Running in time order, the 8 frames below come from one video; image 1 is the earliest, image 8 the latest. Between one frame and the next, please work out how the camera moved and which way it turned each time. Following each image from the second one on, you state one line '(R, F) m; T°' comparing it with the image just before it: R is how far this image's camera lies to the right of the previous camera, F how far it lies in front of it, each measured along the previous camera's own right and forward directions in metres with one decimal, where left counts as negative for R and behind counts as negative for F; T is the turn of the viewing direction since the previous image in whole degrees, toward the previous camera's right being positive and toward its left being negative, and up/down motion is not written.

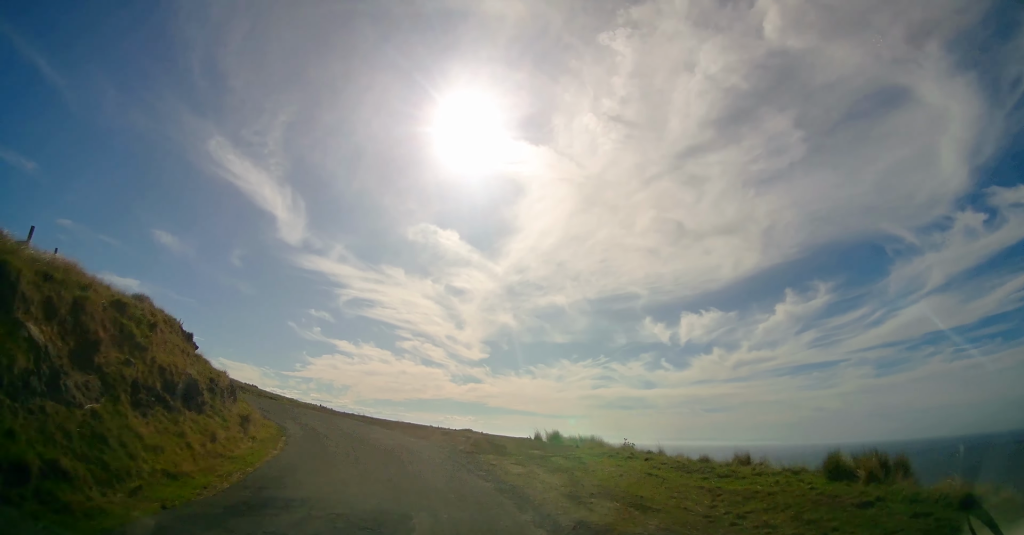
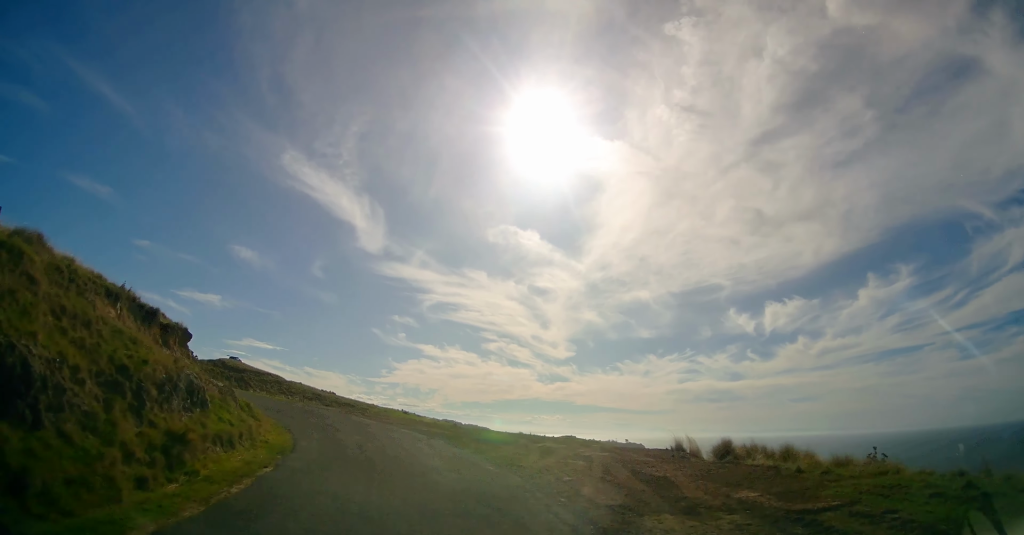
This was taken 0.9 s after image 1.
(-0.6, +8.9) m; -9°
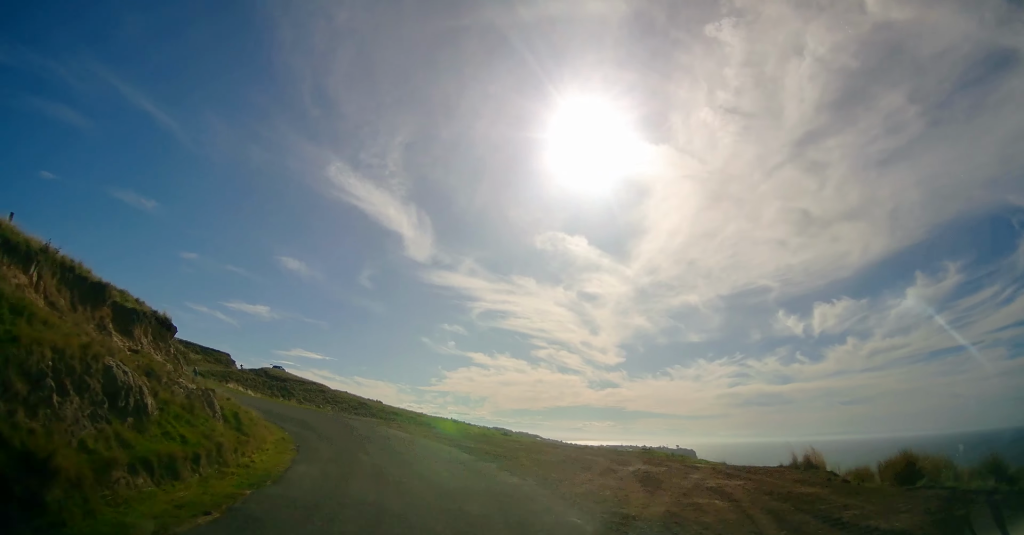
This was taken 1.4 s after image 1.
(+0.4, +4.7) m; -5°
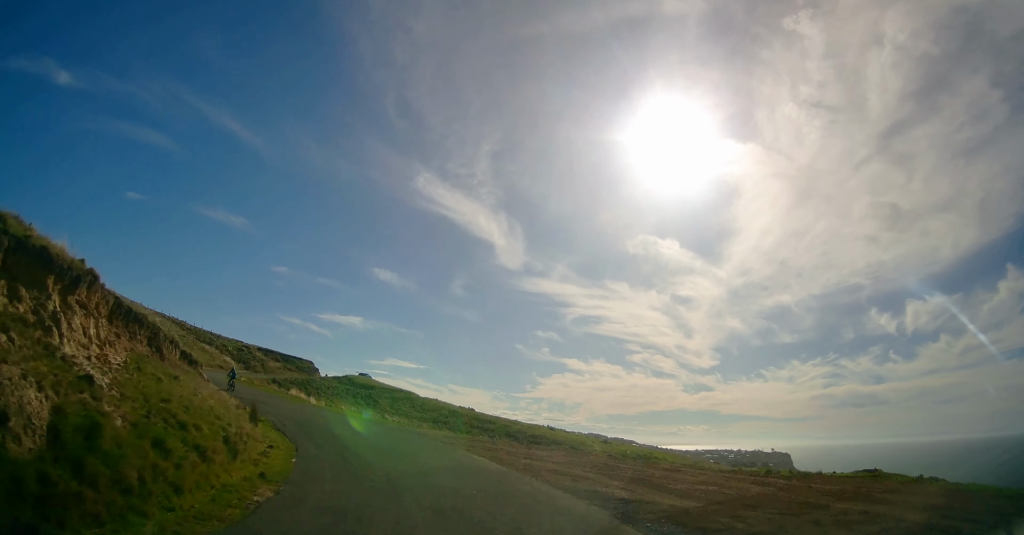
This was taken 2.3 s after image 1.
(-1.5, +8.5) m; -14°
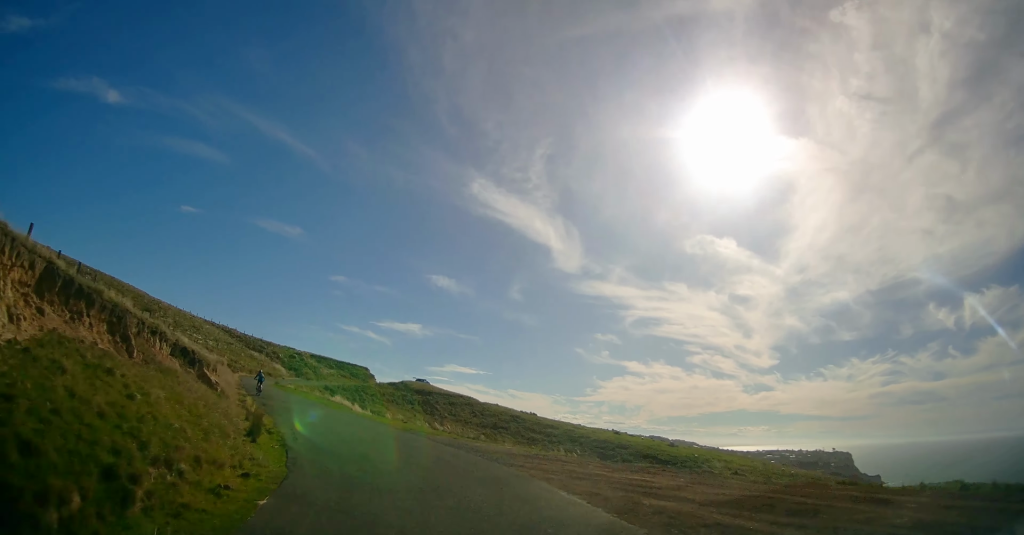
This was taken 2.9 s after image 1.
(-0.5, +5.2) m; -6°
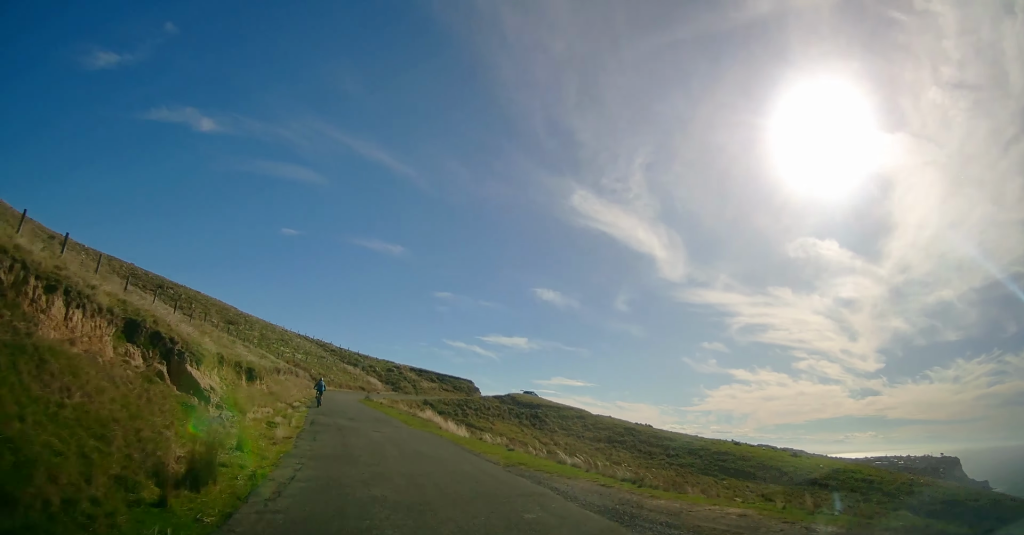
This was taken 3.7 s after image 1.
(-0.6, +8.7) m; -9°
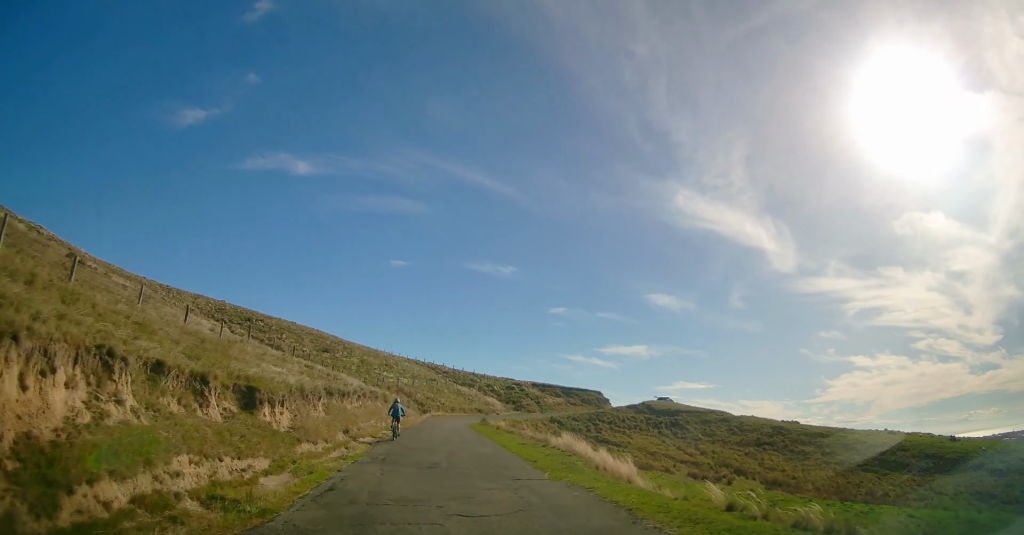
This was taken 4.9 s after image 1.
(-1.4, +12.0) m; -12°
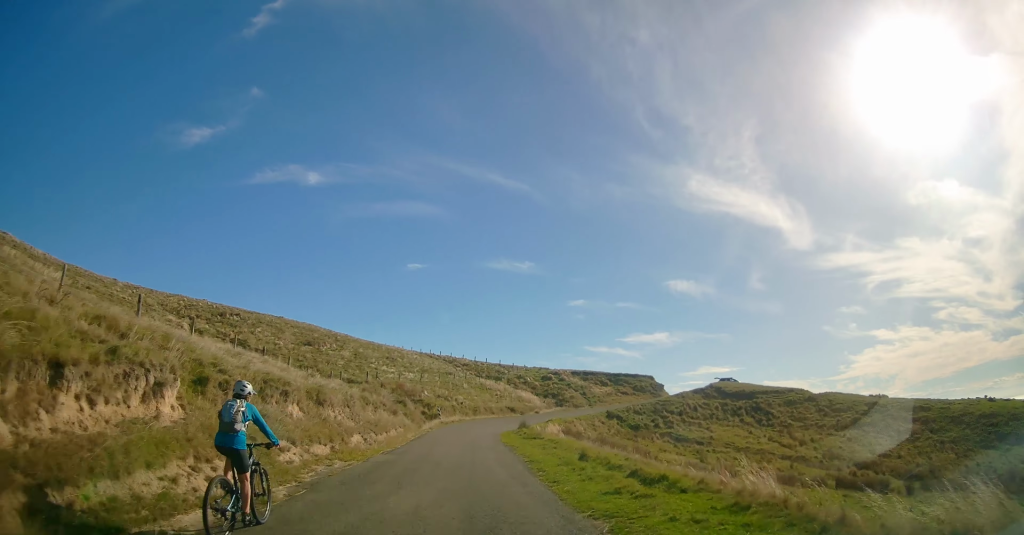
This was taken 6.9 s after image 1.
(-1.6, +21.9) m; -4°
